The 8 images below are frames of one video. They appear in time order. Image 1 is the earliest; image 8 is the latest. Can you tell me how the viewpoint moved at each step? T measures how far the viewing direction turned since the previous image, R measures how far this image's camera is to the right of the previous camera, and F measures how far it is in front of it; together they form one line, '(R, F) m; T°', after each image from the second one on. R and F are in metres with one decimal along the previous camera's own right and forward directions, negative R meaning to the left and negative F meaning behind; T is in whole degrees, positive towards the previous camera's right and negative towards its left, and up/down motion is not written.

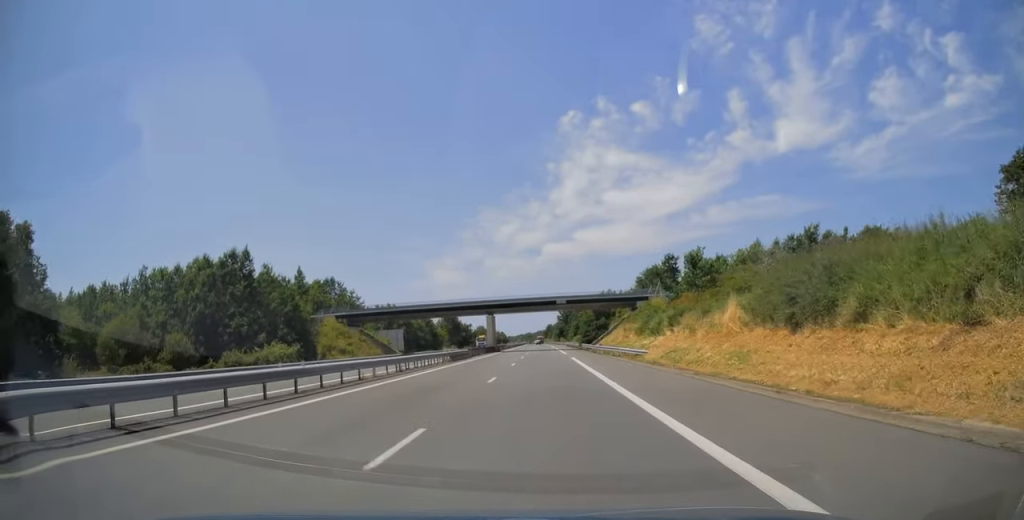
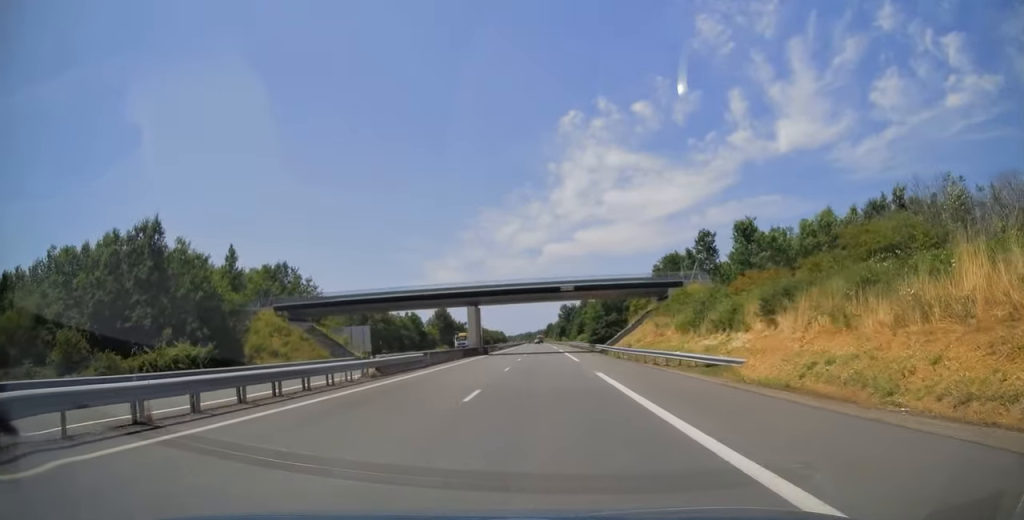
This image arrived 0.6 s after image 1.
(0.0, +19.3) m; 0°
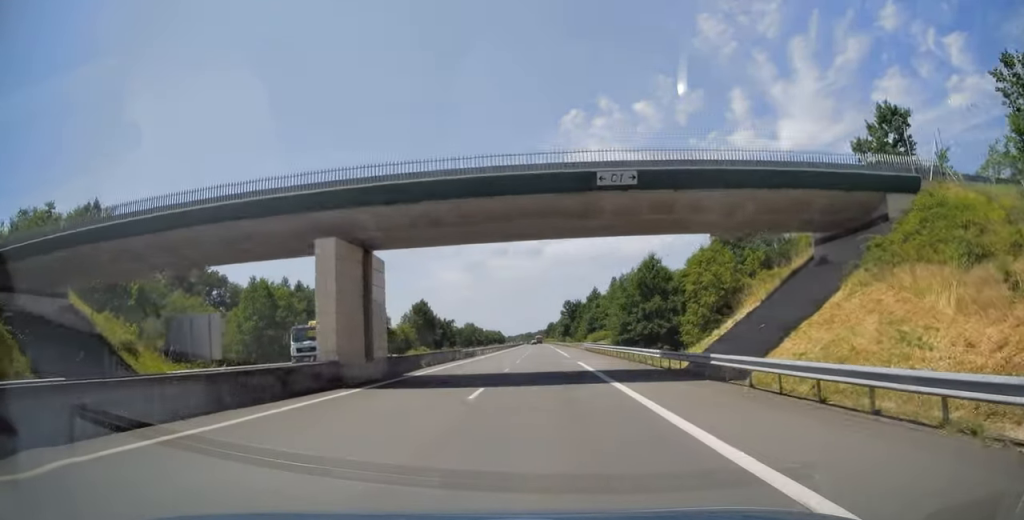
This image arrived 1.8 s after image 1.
(0.0, +39.1) m; 0°
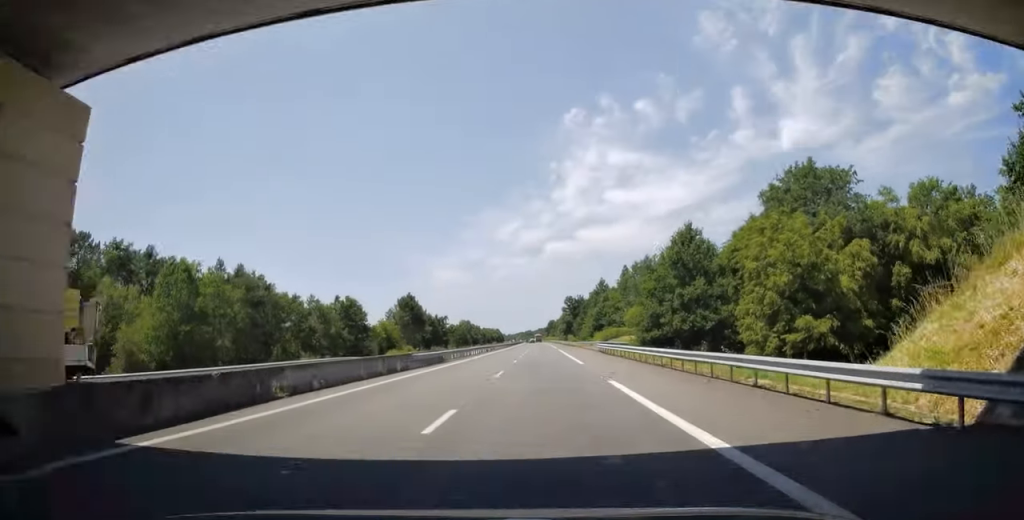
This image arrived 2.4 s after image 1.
(0.0, +18.2) m; 0°
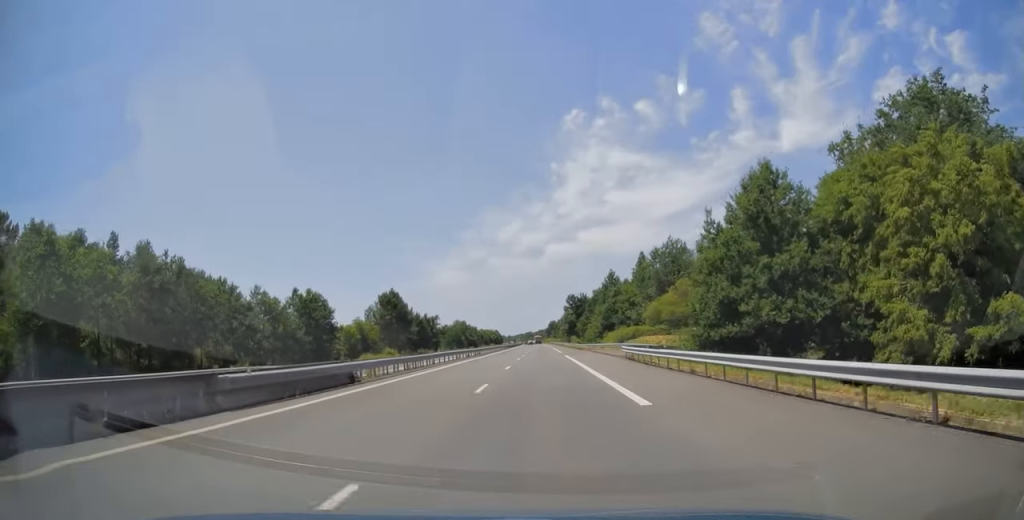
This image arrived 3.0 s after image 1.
(0.0, +19.3) m; 0°
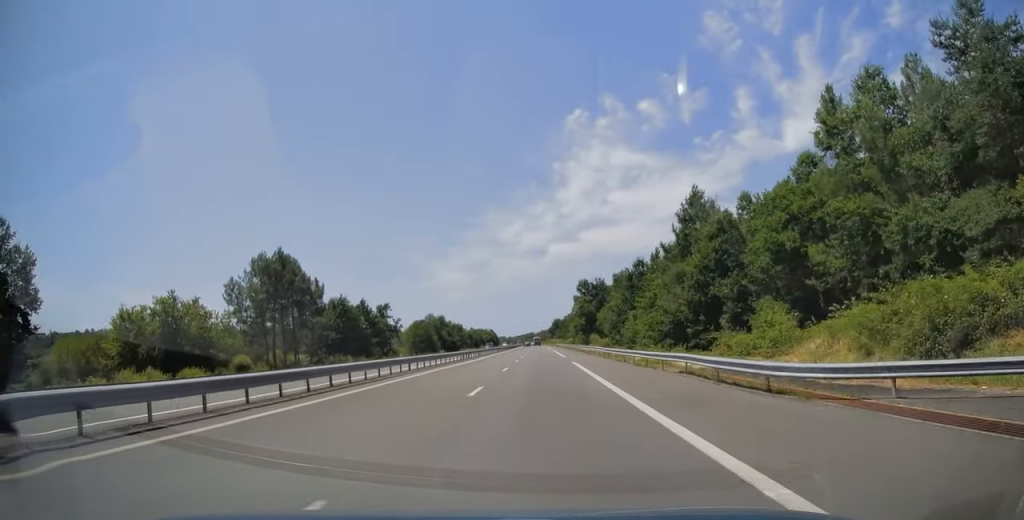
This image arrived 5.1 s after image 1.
(-0.8, +66.5) m; -1°
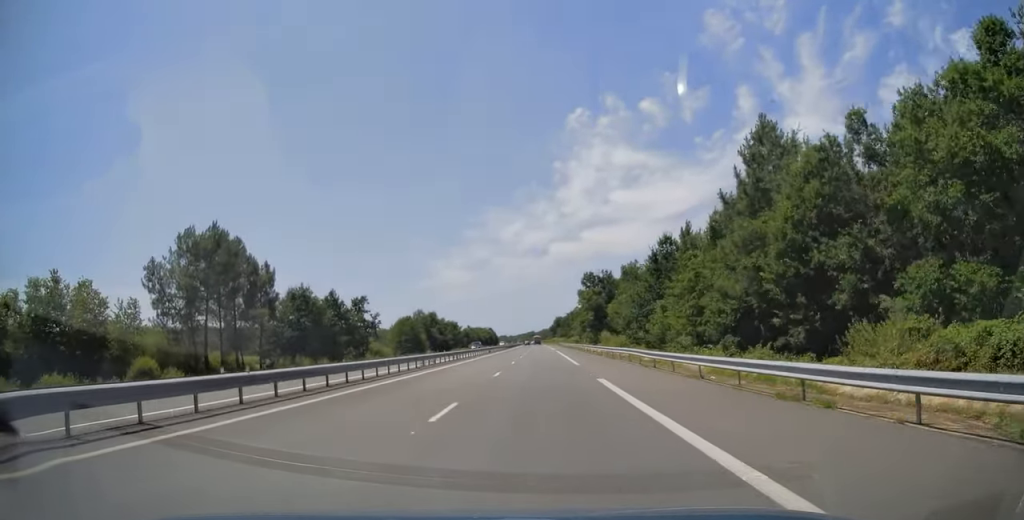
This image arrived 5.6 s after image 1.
(+0.2, +18.2) m; 0°
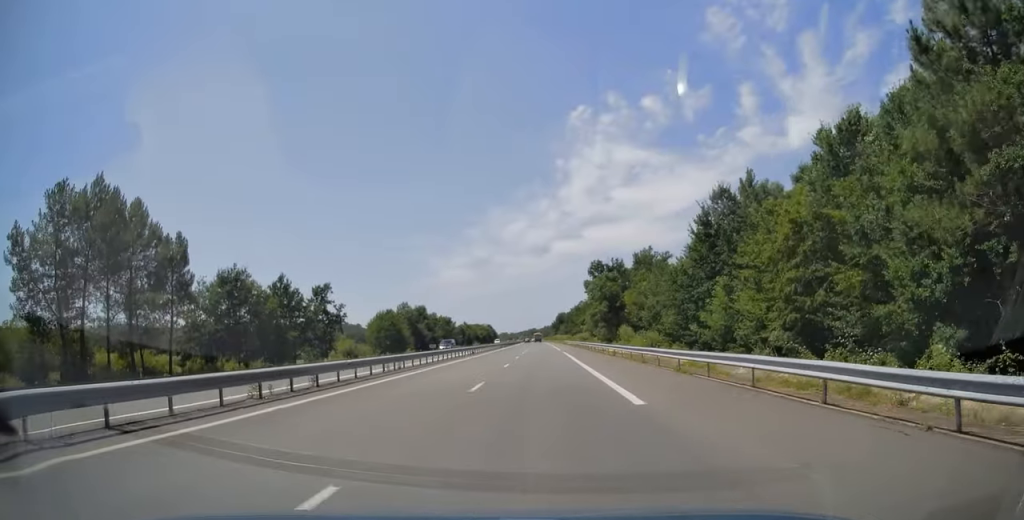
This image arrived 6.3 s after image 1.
(+0.1, +20.9) m; 0°
